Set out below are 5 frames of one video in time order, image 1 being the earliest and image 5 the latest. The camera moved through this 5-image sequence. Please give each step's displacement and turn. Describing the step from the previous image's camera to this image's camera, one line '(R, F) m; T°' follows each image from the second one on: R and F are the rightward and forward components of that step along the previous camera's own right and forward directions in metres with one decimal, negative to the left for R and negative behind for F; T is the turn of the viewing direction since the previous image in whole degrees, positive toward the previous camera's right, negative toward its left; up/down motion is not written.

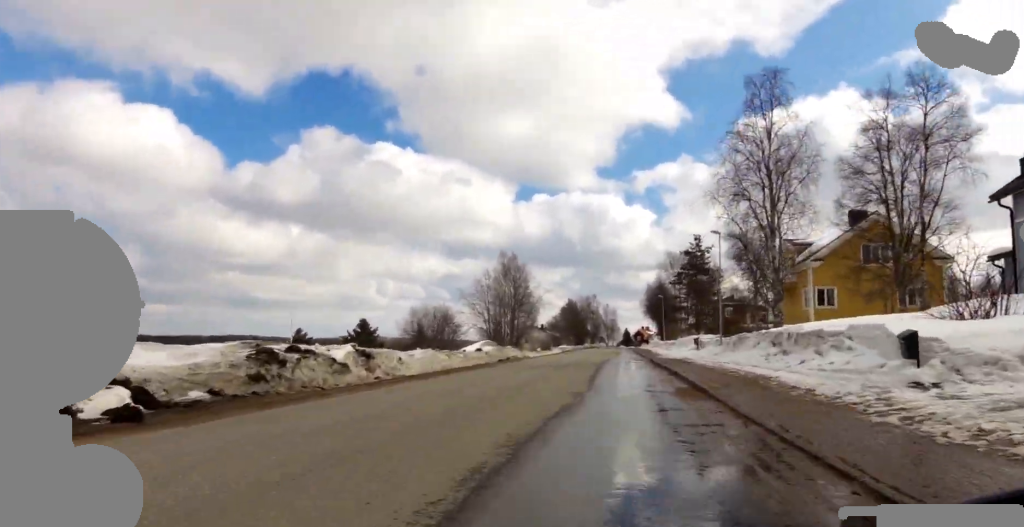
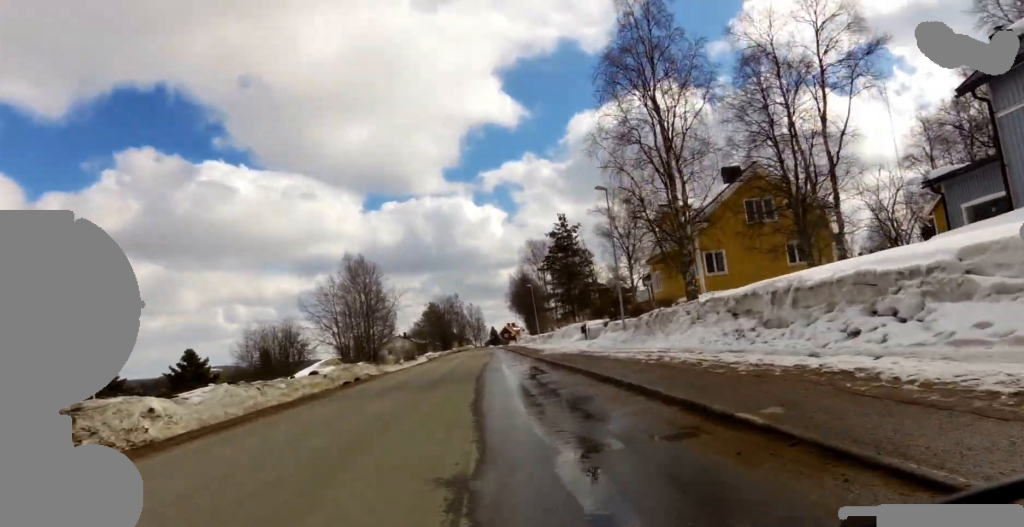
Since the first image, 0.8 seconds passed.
(+0.1, +7.7) m; 0°
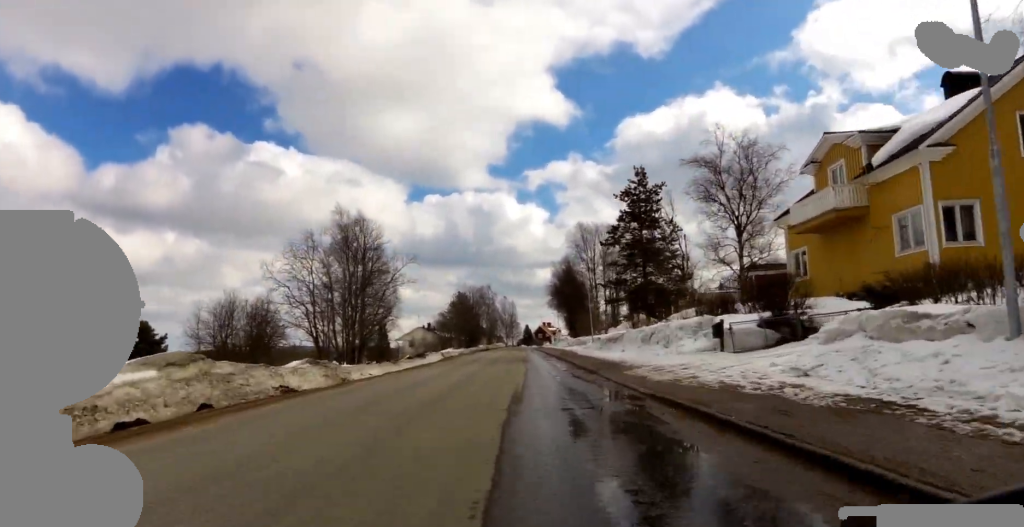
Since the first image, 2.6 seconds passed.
(-0.3, +17.8) m; 0°
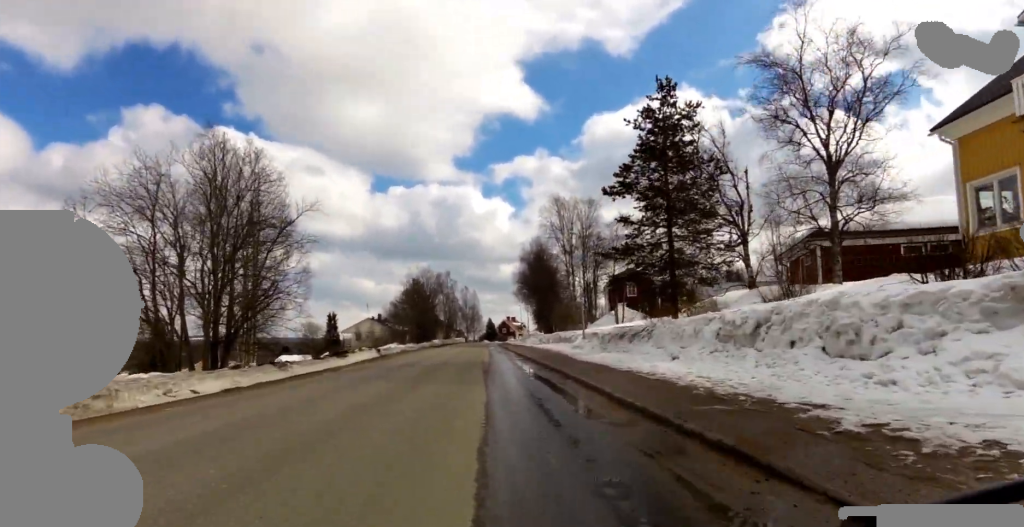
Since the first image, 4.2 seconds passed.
(+0.1, +14.9) m; +4°
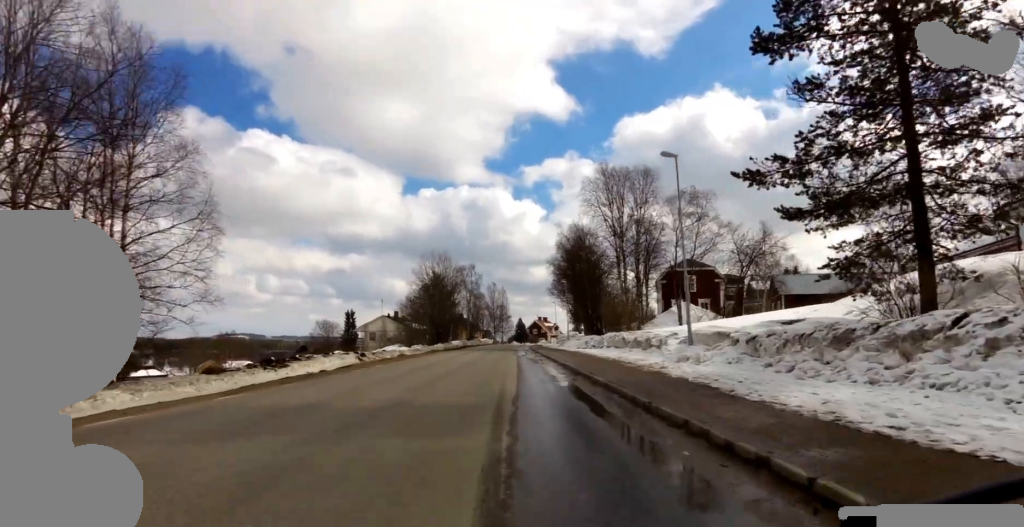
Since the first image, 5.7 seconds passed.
(+1.8, +14.6) m; +6°
